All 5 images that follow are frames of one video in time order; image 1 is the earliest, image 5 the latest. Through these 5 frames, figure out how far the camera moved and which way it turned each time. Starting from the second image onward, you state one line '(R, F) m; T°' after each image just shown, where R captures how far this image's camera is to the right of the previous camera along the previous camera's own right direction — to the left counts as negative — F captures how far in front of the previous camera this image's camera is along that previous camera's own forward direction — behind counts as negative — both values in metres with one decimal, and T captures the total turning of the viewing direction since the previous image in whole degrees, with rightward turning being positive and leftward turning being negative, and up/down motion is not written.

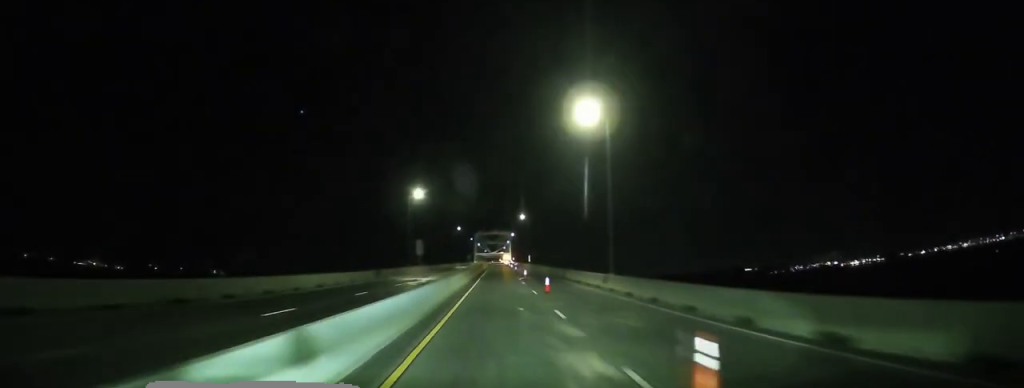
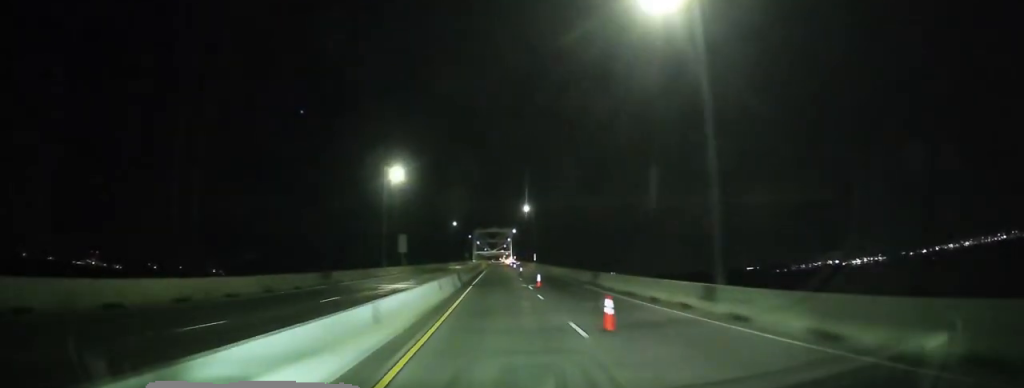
(+0.1, +18.4) m; 0°
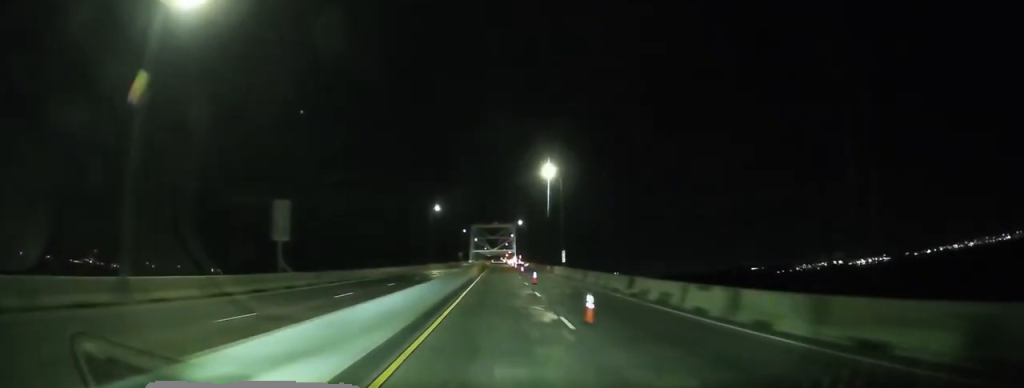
(-0.1, +48.9) m; 0°
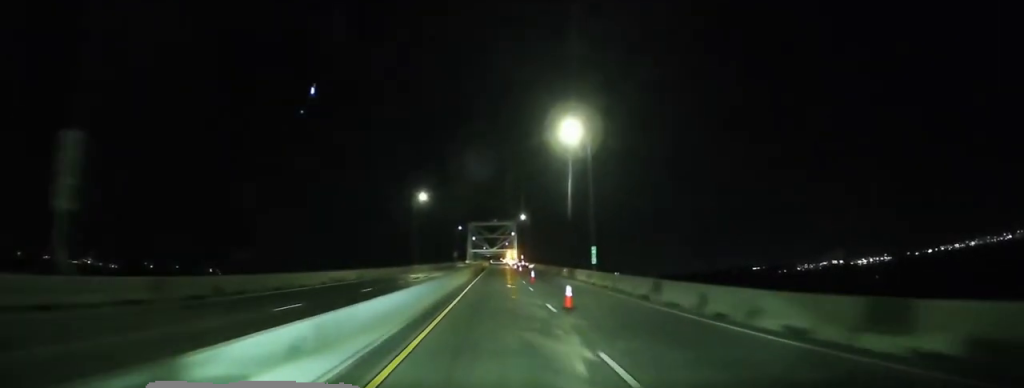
(0.0, +20.6) m; 0°
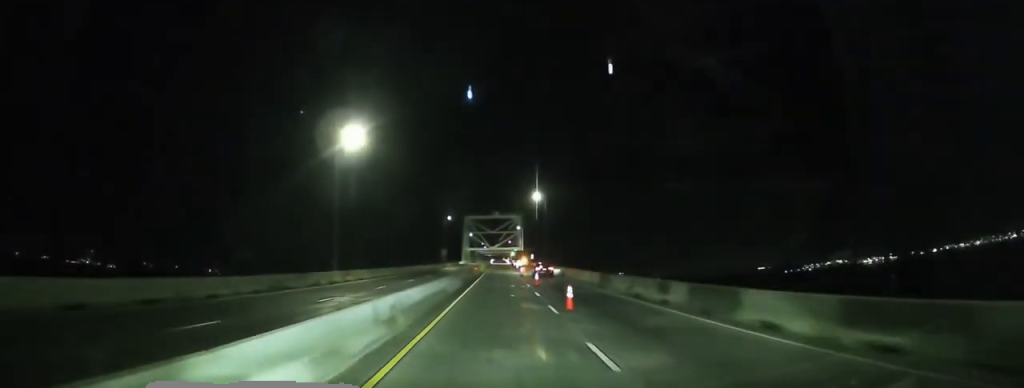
(-0.3, +45.2) m; 0°
